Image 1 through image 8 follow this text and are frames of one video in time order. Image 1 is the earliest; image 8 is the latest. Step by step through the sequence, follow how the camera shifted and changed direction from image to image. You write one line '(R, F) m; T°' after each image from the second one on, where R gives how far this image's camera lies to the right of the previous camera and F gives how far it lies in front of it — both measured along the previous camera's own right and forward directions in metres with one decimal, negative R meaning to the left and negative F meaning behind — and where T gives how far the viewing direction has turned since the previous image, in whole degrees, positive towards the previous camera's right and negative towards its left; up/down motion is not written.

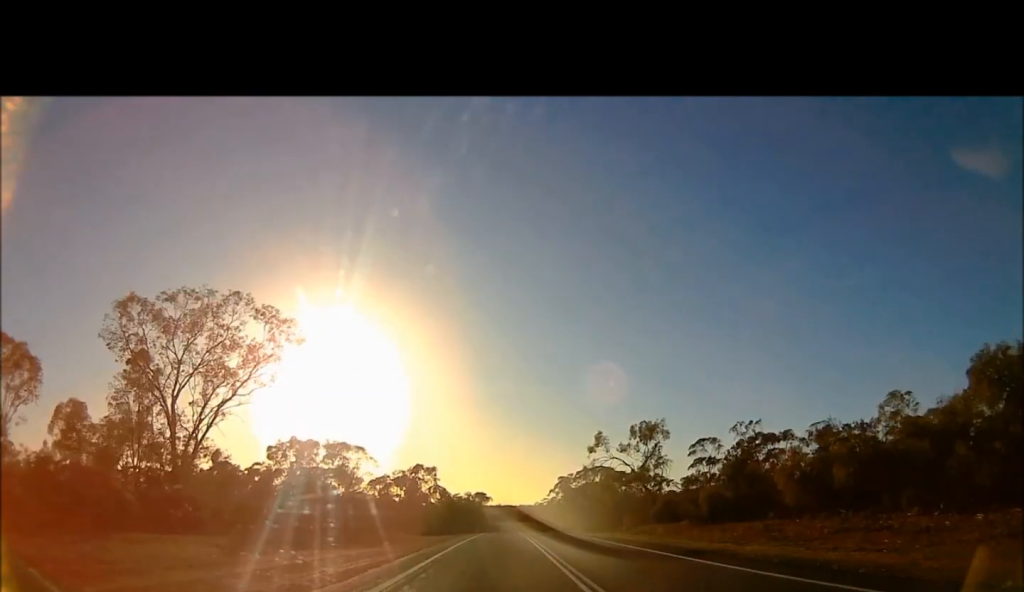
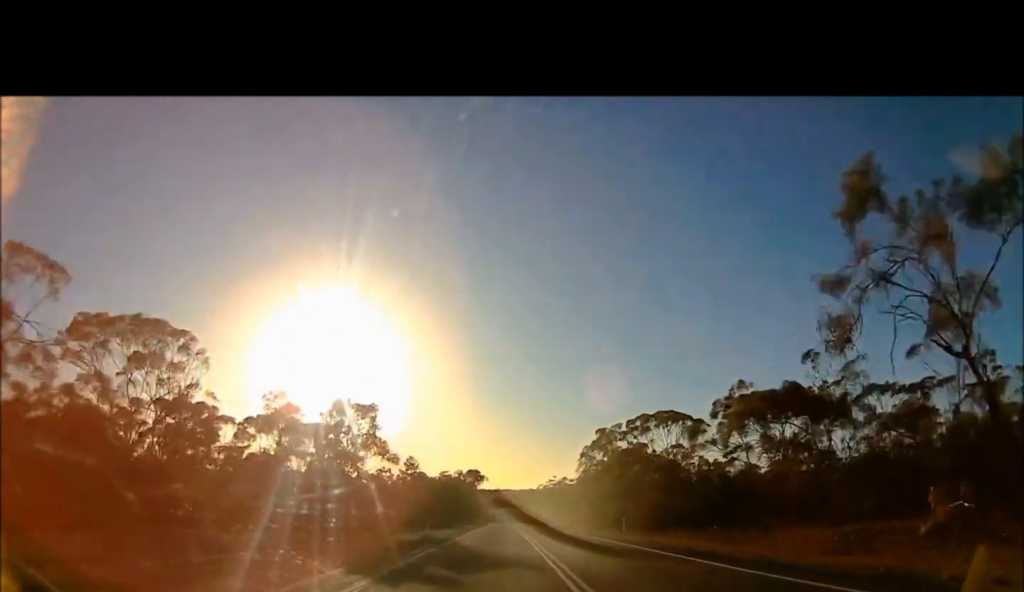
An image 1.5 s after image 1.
(0.0, +45.2) m; 0°
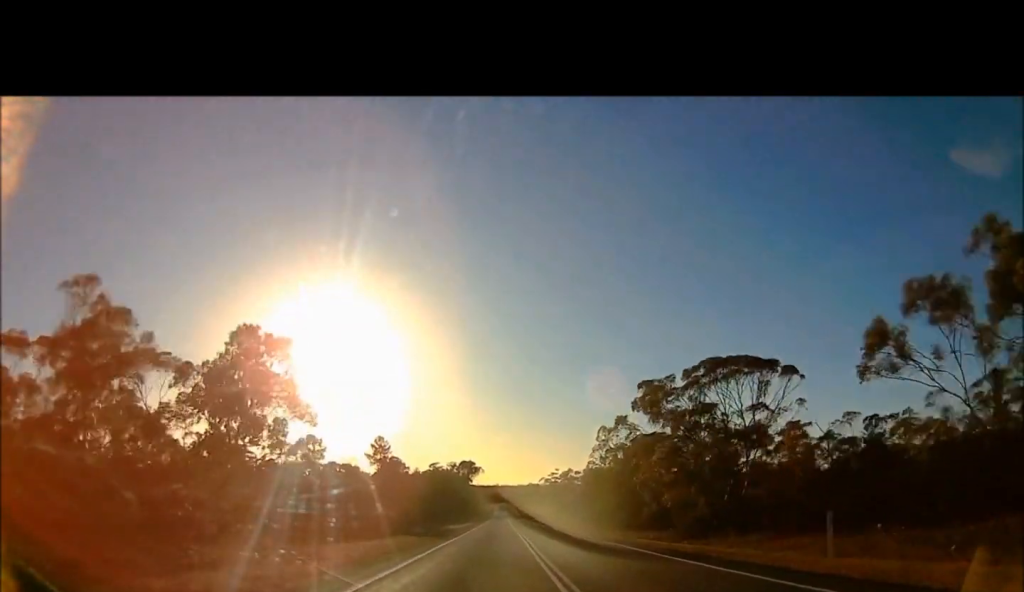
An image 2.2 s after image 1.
(0.0, +20.4) m; 0°
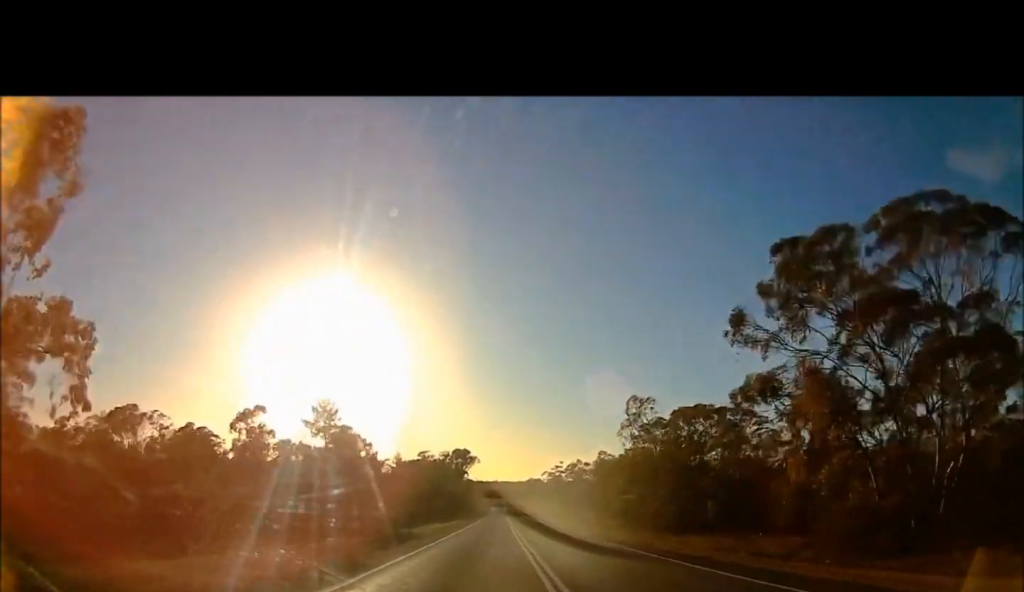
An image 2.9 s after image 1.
(0.0, +21.9) m; 0°
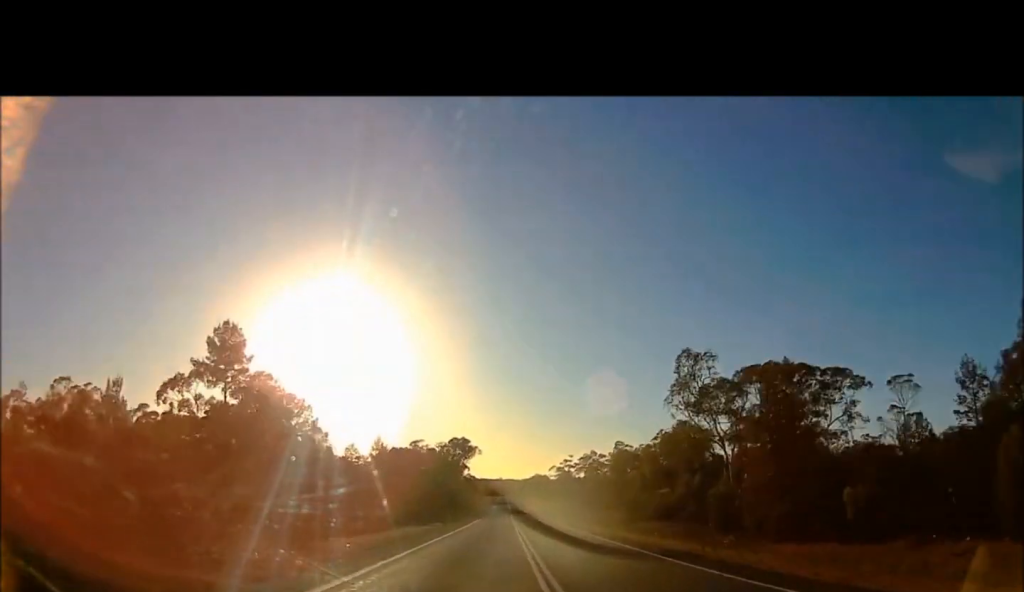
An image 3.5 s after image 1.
(0.0, +19.0) m; 0°
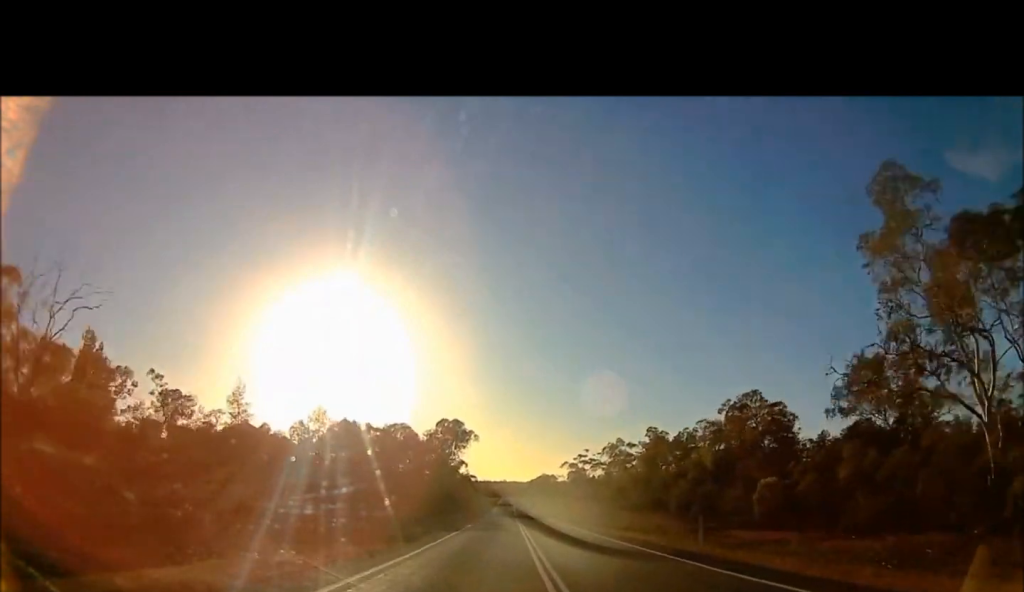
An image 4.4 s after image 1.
(0.0, +30.6) m; 0°
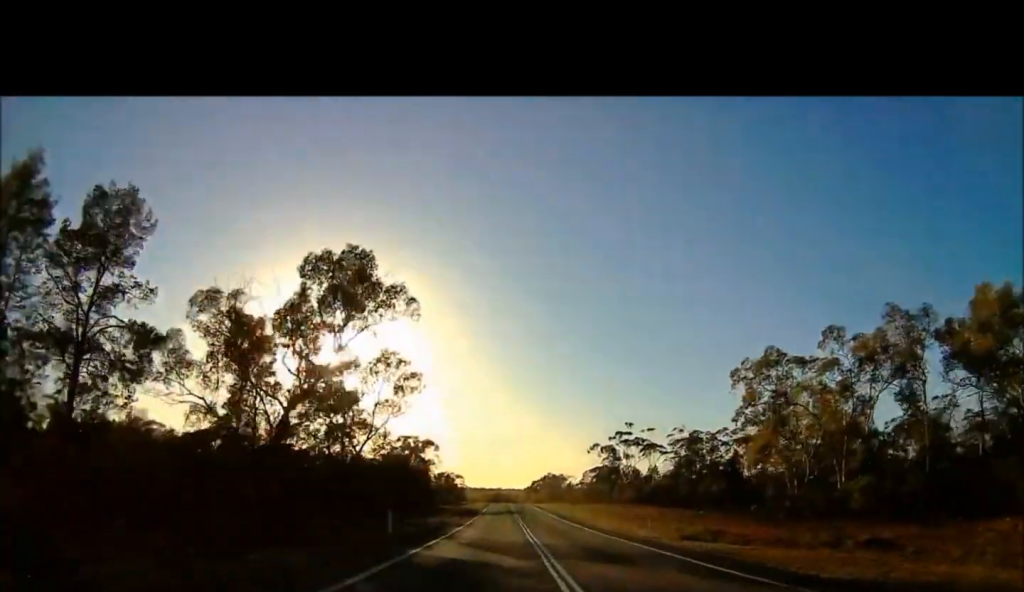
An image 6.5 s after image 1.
(-0.6, +75.5) m; -4°
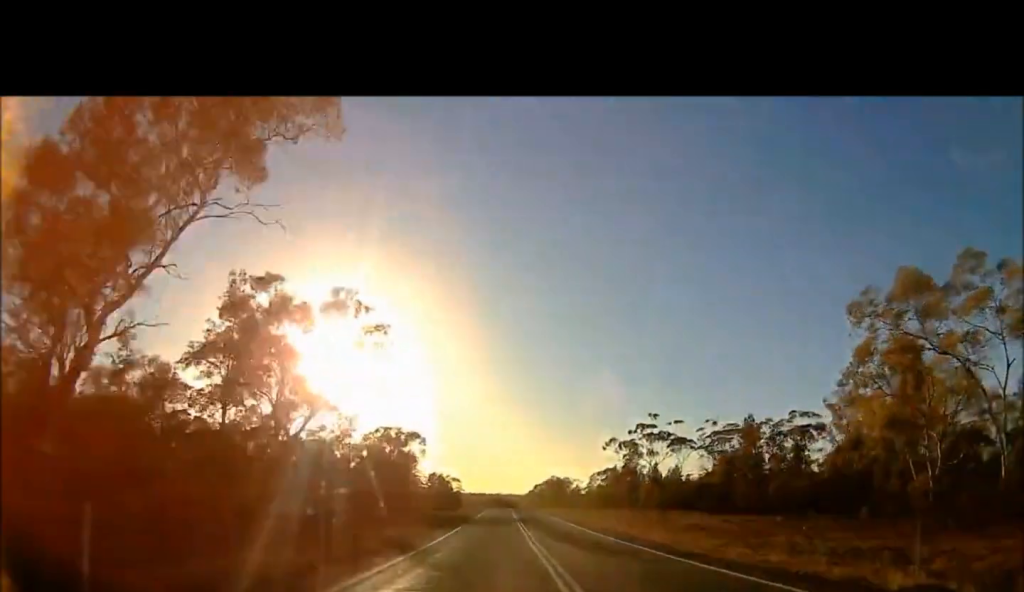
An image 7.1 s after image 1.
(0.0, +21.5) m; -4°
